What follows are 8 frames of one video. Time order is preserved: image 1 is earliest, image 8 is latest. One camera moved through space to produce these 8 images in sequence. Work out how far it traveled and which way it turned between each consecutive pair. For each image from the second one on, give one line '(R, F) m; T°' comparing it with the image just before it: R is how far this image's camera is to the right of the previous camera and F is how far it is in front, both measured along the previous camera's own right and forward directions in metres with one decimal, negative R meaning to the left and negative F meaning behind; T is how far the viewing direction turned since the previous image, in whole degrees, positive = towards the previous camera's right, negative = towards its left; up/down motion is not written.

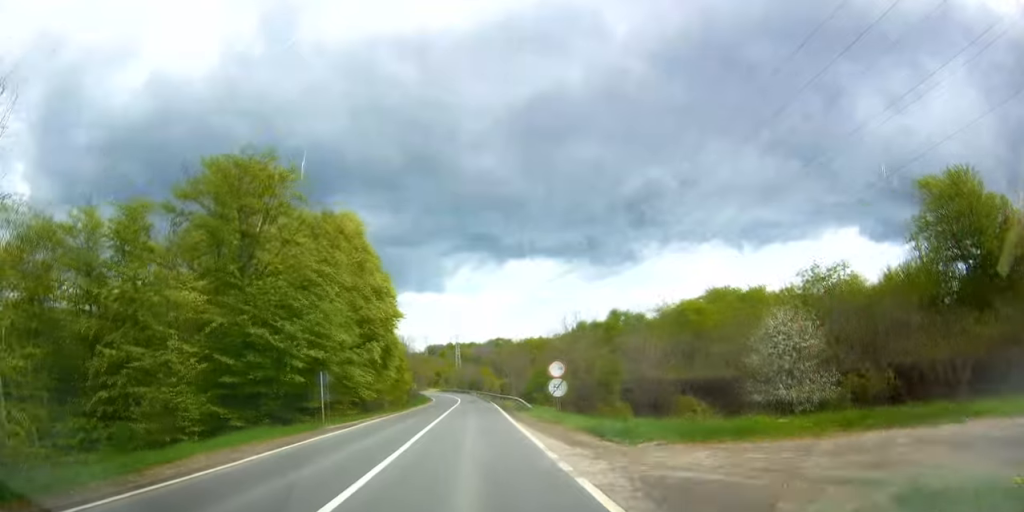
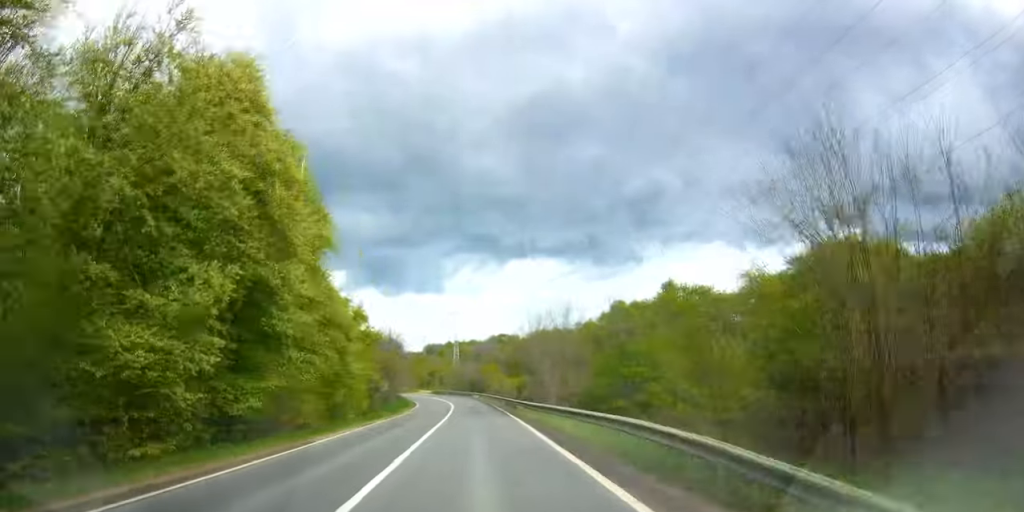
(-0.2, +32.1) m; 0°
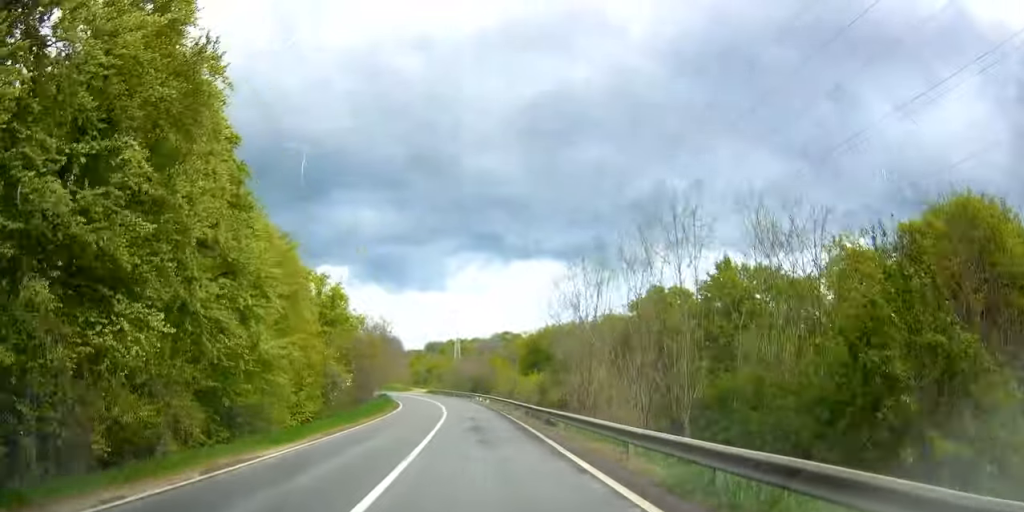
(+0.1, +18.0) m; 0°
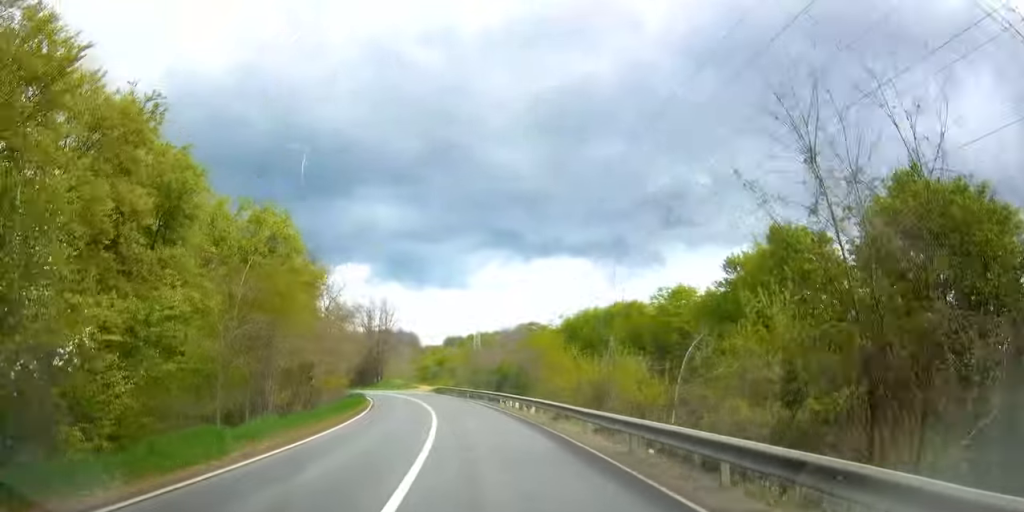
(+0.3, +29.7) m; 0°
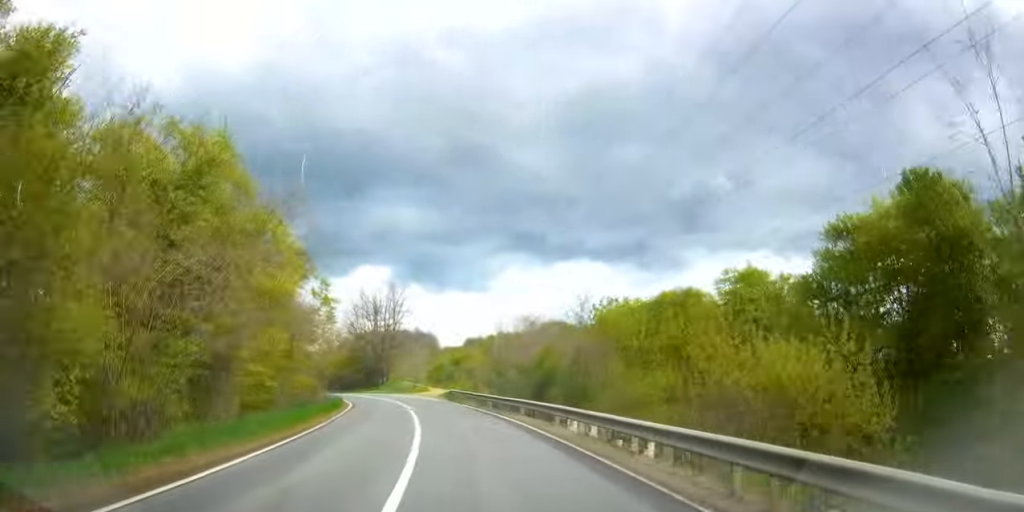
(0.0, +18.1) m; -2°
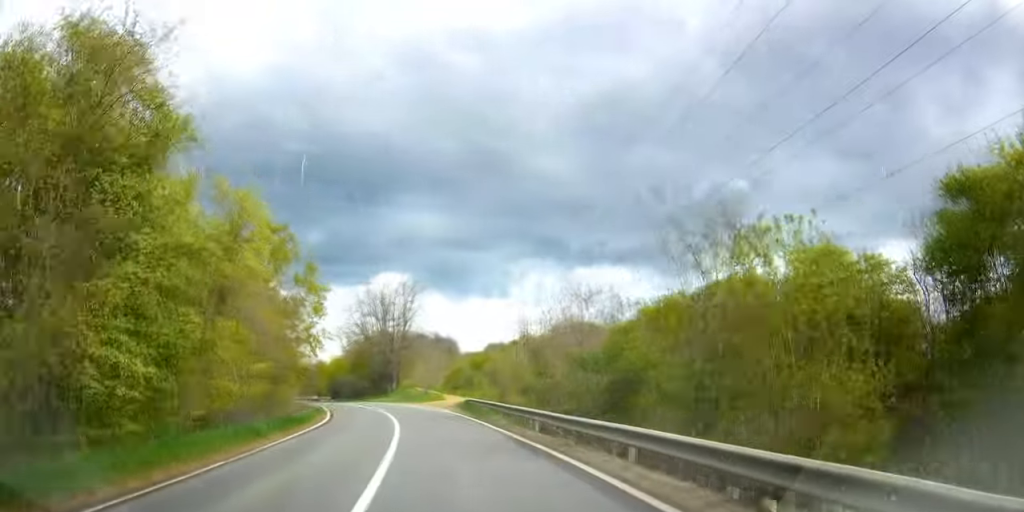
(+0.1, +14.4) m; -4°
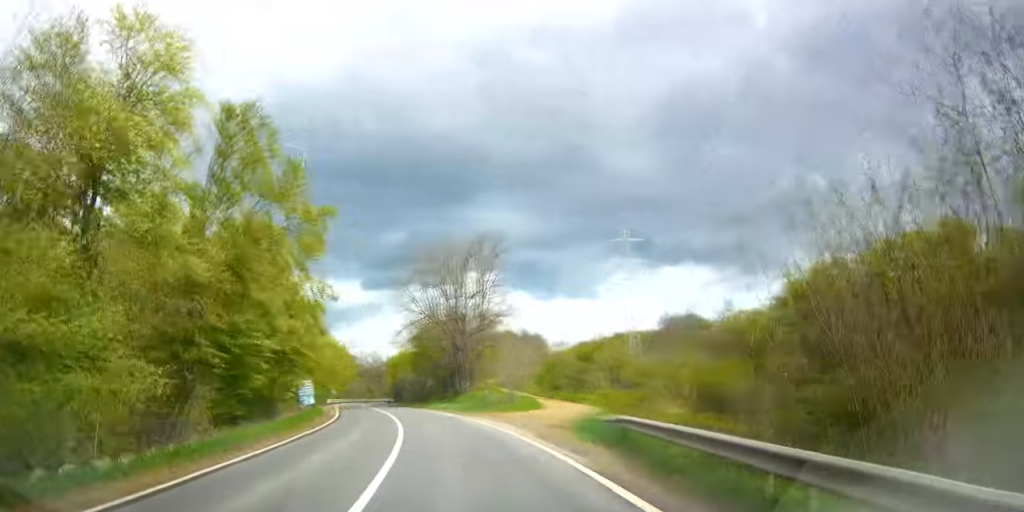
(-2.7, +27.1) m; -8°
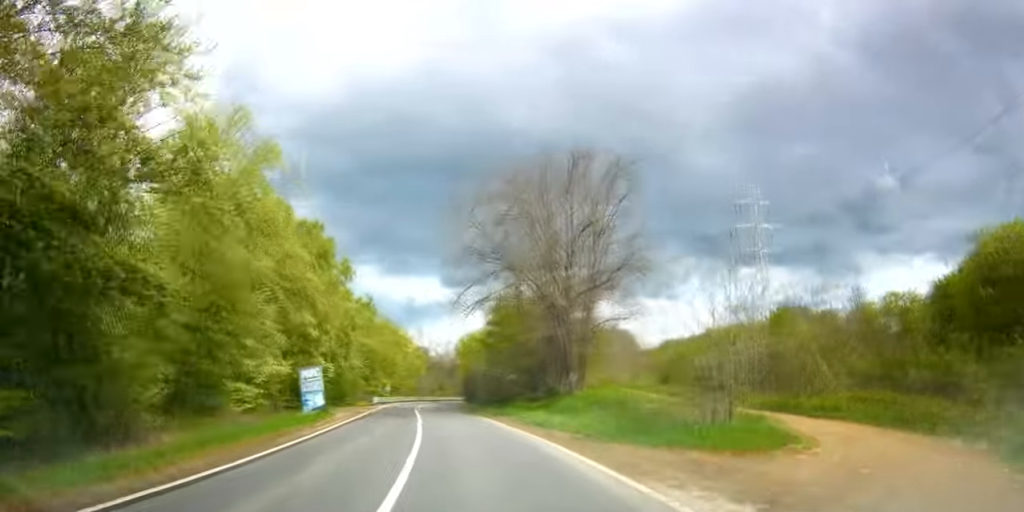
(-0.6, +24.7) m; -1°
